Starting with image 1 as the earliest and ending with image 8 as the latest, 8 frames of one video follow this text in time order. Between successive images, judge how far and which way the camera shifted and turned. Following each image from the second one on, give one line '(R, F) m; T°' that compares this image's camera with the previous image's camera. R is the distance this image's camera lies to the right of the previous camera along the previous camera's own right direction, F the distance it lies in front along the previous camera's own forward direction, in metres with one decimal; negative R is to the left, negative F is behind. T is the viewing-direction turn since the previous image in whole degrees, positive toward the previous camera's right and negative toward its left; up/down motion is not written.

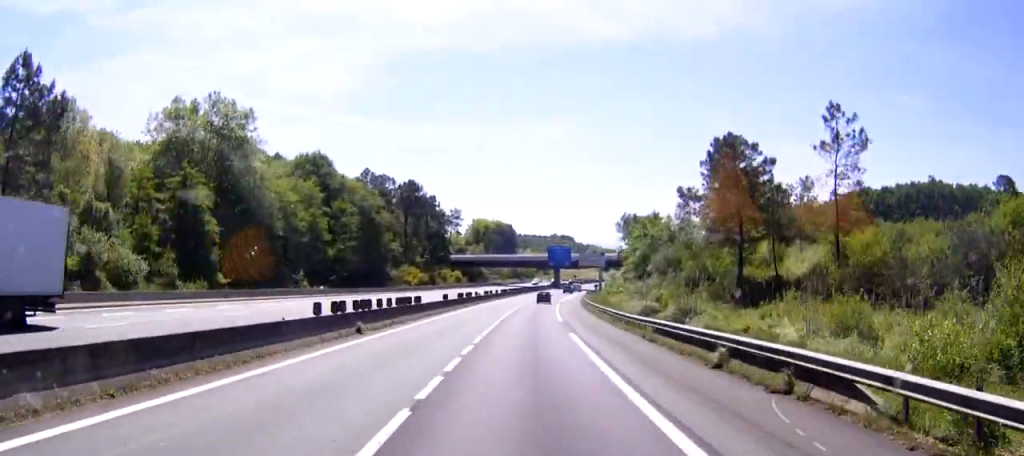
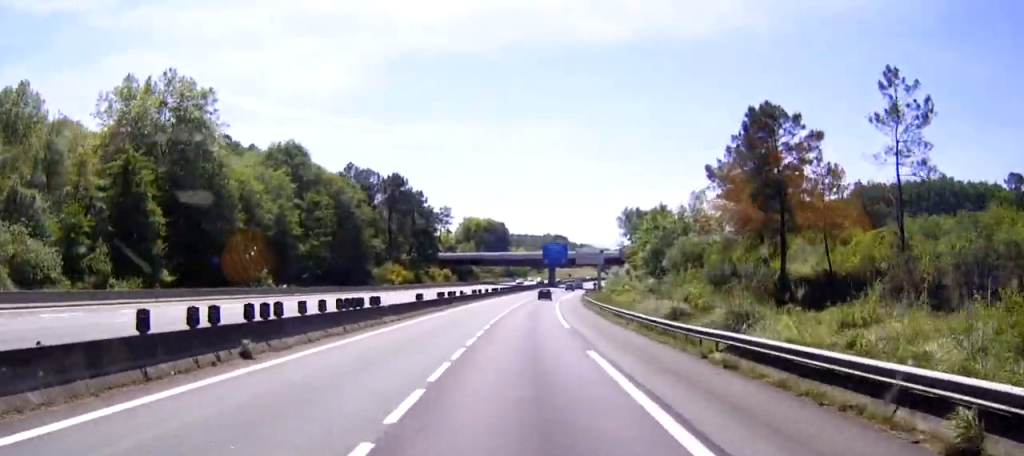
(0.0, +11.3) m; 0°
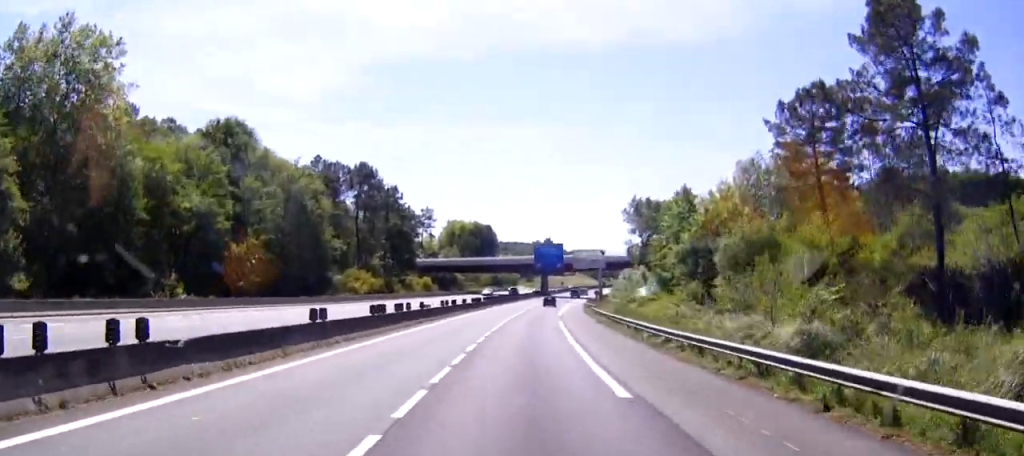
(0.0, +20.8) m; 0°
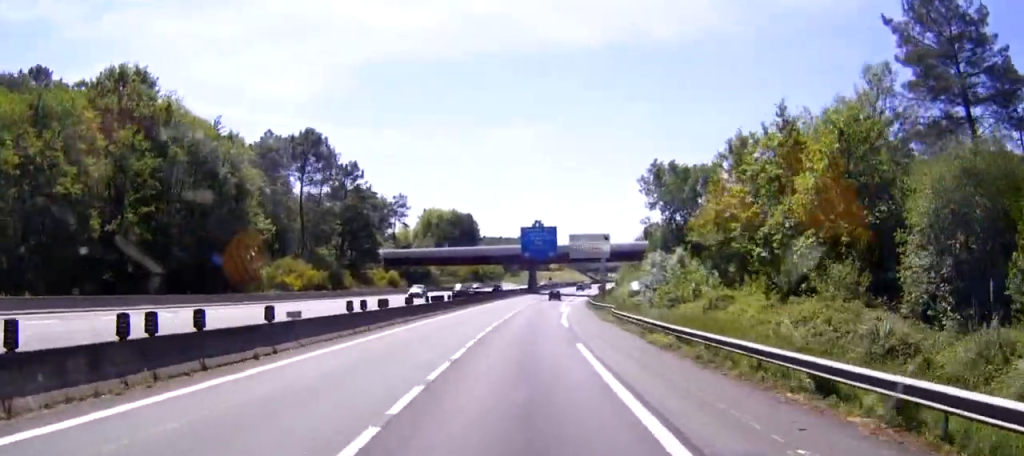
(0.0, +25.9) m; 0°
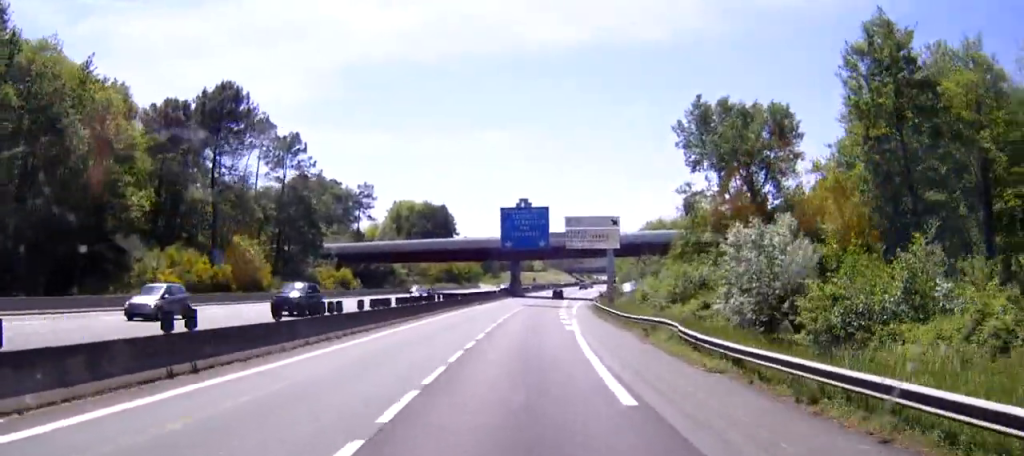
(0.0, +26.8) m; 0°
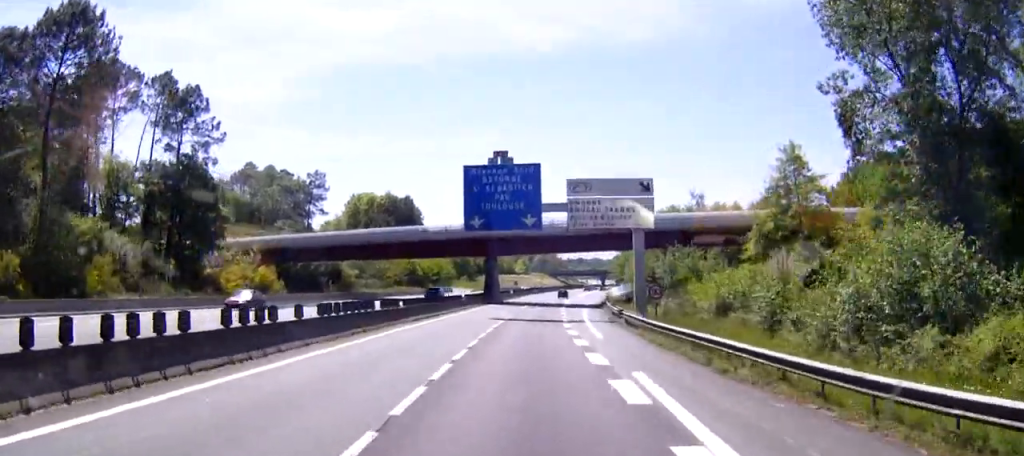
(0.0, +29.9) m; 0°
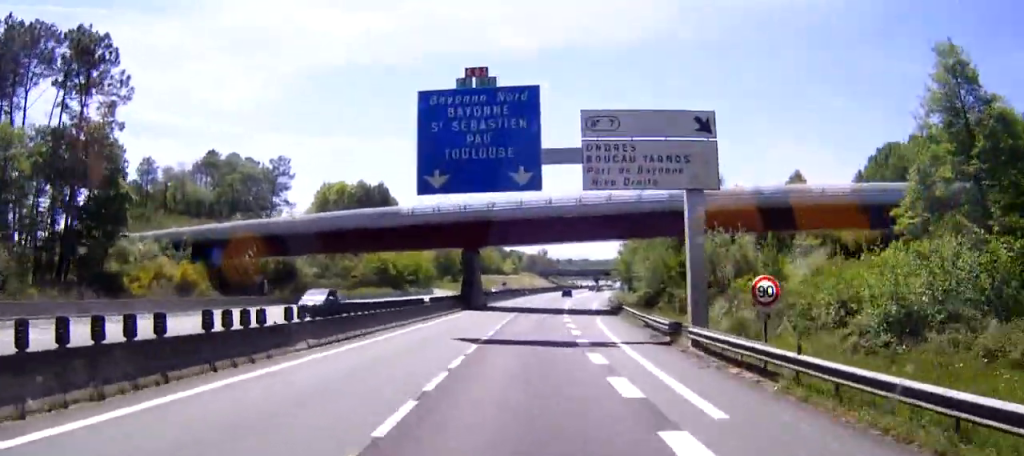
(0.0, +18.5) m; 0°
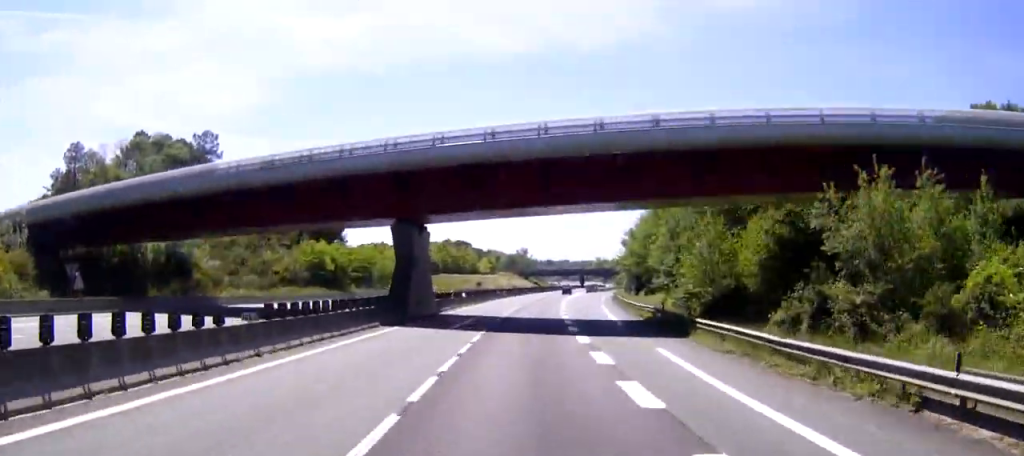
(0.0, +27.6) m; +1°
